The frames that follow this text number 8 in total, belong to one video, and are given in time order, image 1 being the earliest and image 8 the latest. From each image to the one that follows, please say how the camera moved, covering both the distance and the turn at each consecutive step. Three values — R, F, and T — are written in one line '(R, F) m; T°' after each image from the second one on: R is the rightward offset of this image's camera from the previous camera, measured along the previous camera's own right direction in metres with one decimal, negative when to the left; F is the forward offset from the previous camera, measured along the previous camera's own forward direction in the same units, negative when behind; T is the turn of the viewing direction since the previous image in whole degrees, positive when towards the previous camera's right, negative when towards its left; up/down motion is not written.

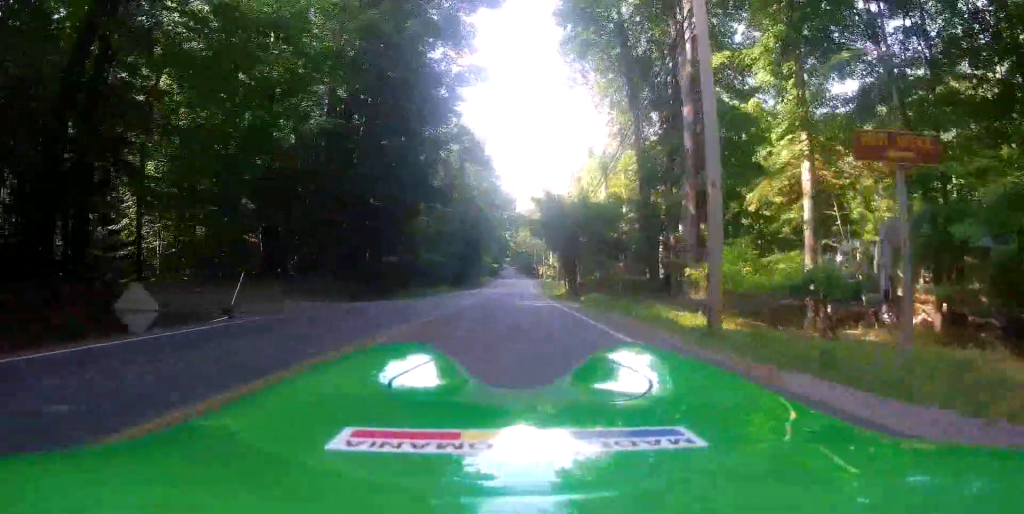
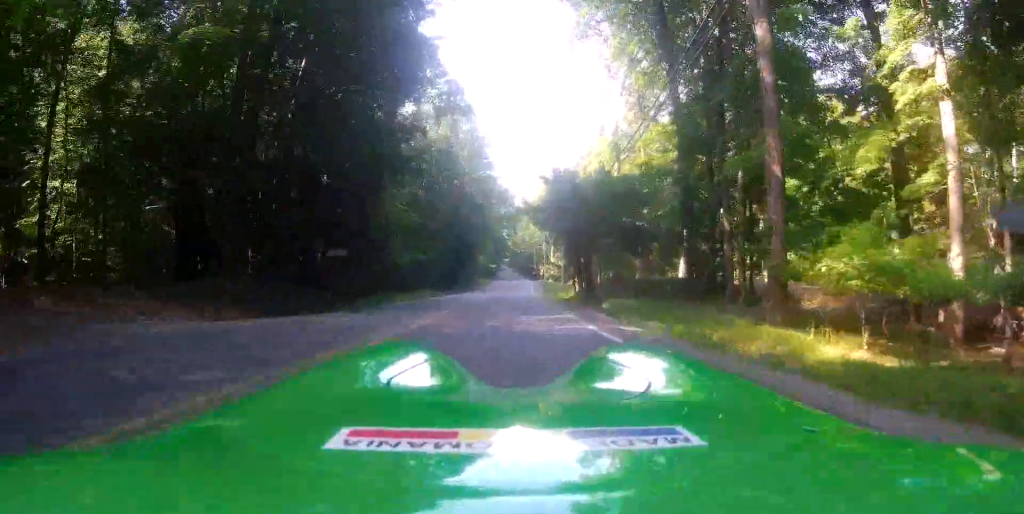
(0.0, +8.3) m; 0°
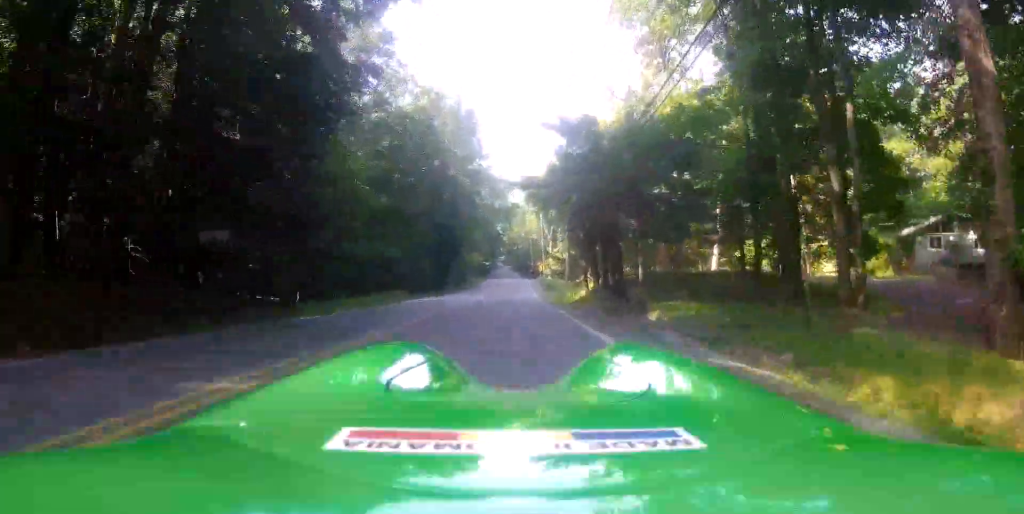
(0.0, +8.6) m; 0°
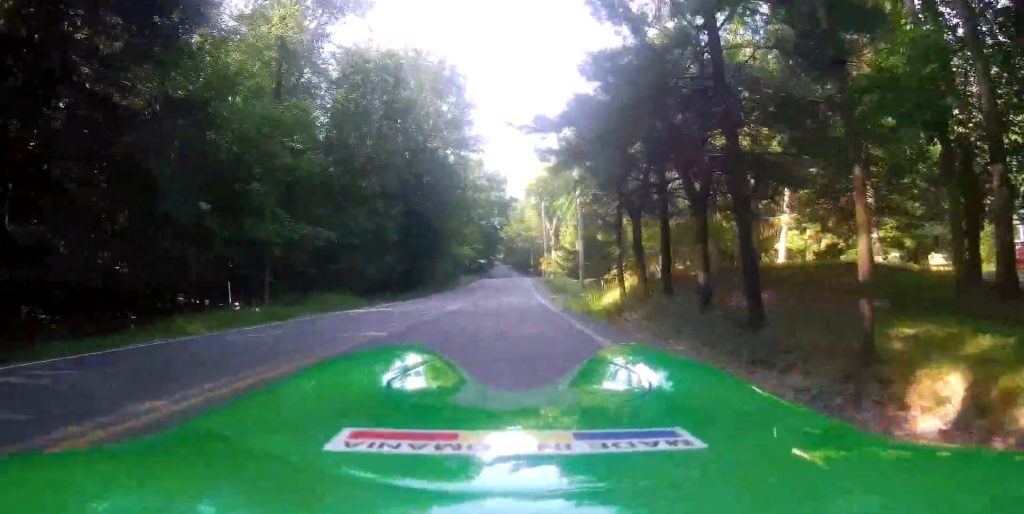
(0.0, +10.5) m; 0°
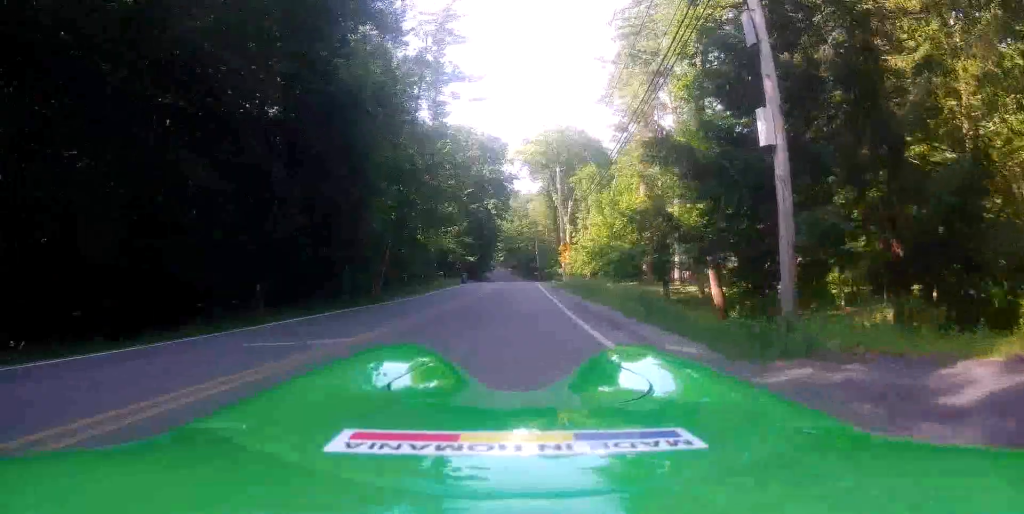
(+1.7, +27.2) m; +7°
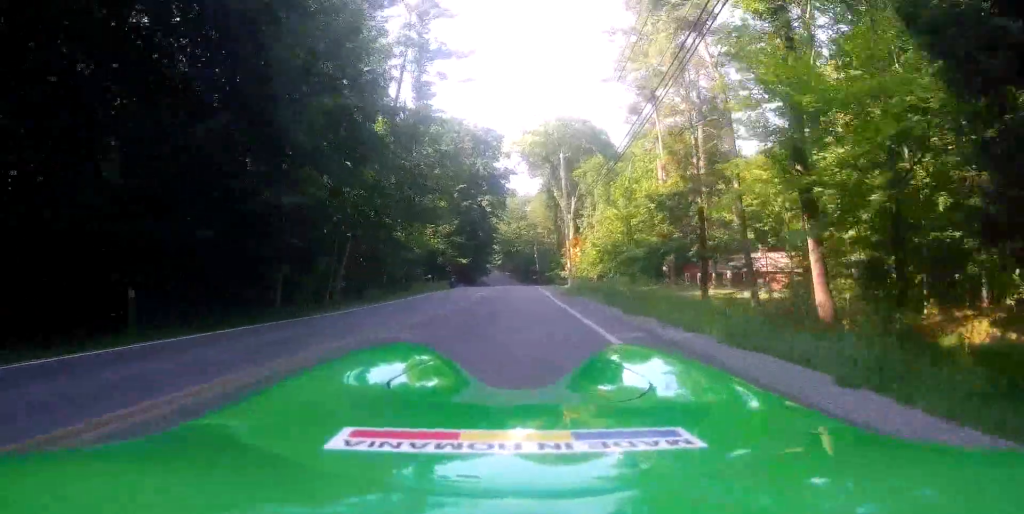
(0.0, +8.0) m; +1°
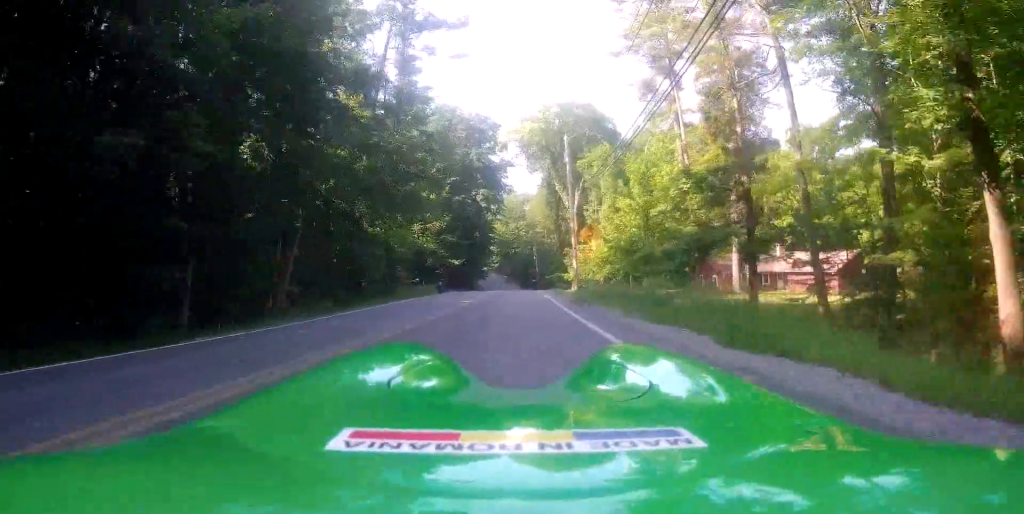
(0.0, +6.4) m; 0°
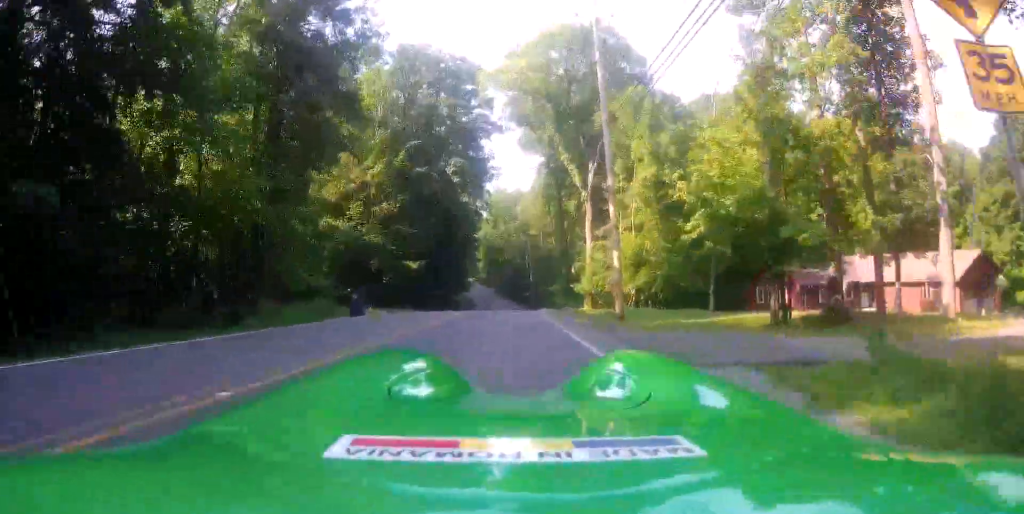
(+0.2, +21.6) m; +2°
